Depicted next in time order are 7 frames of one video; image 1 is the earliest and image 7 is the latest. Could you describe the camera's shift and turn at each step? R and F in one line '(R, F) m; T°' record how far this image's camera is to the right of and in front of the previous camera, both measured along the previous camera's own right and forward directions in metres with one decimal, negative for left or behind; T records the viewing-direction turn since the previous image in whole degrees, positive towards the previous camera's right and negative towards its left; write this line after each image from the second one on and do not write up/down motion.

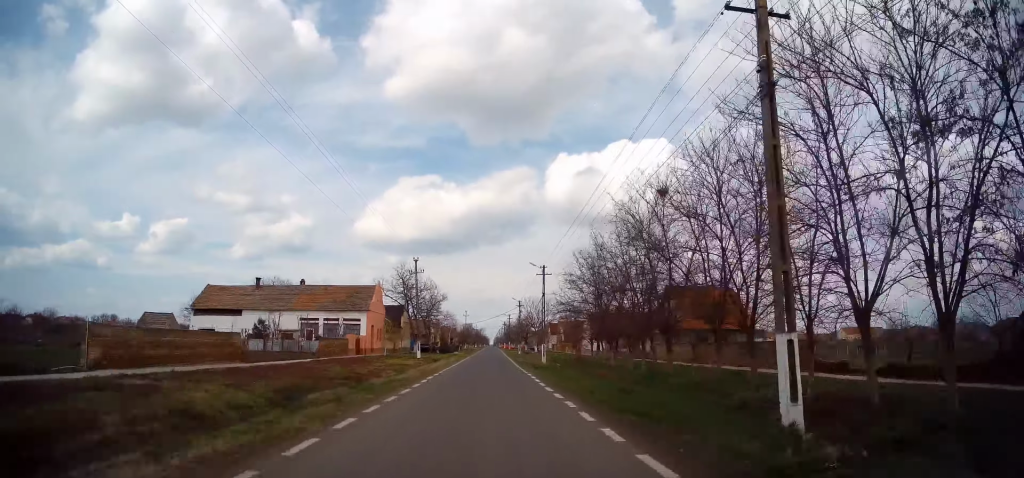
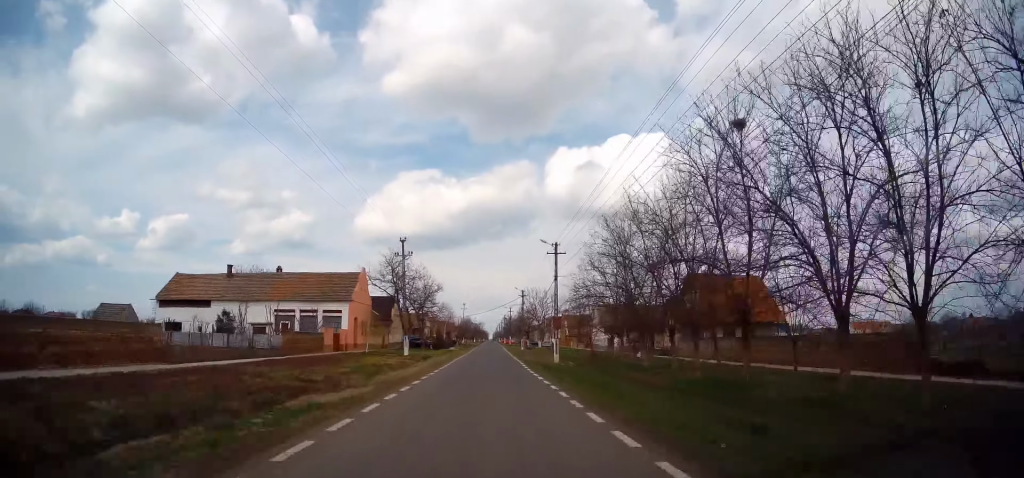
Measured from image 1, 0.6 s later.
(0.0, +7.9) m; 0°
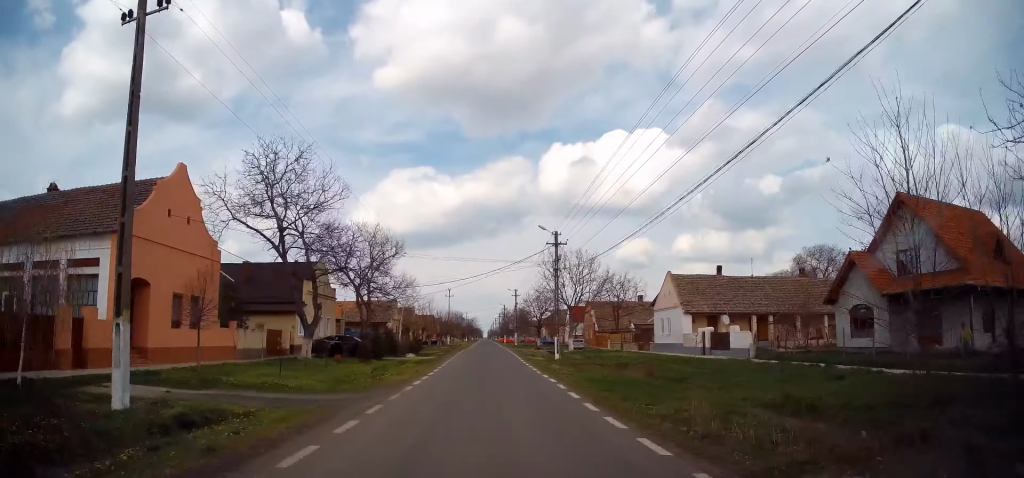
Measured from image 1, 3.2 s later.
(+0.5, +37.4) m; +1°
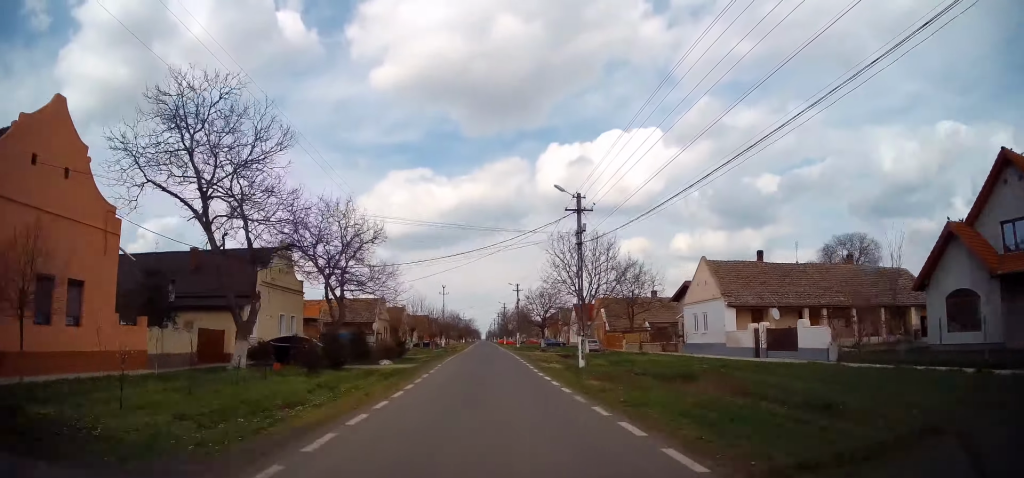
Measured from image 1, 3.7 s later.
(+0.1, +8.6) m; 0°
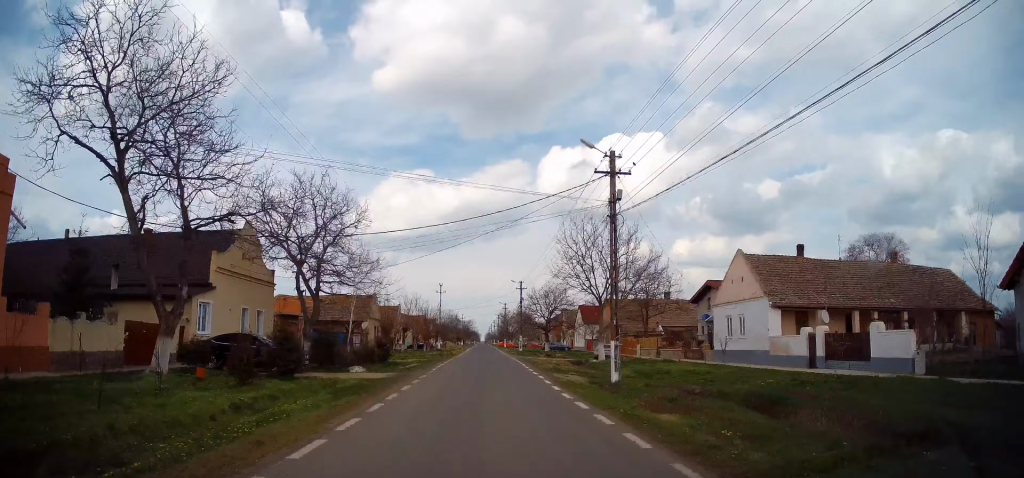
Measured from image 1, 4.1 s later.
(-0.1, +6.1) m; -1°
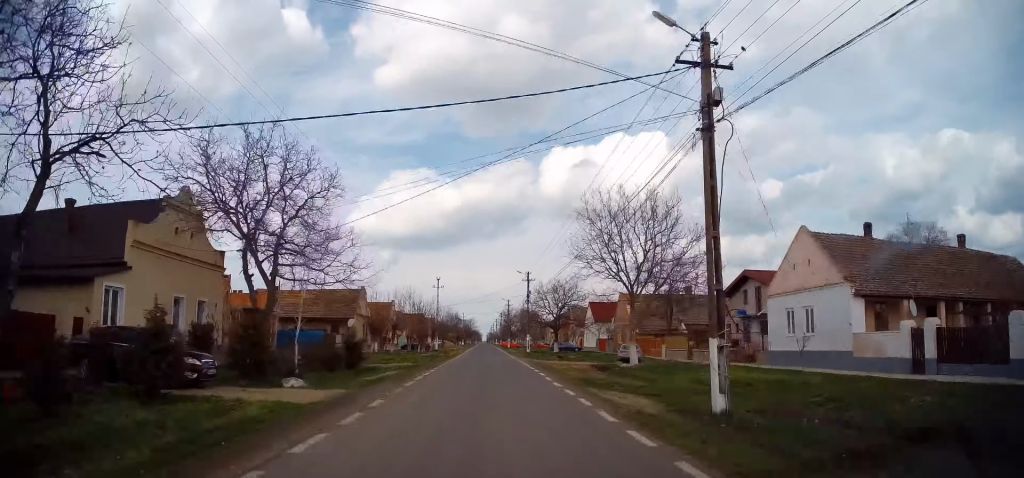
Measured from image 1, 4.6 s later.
(-0.1, +7.7) m; -1°
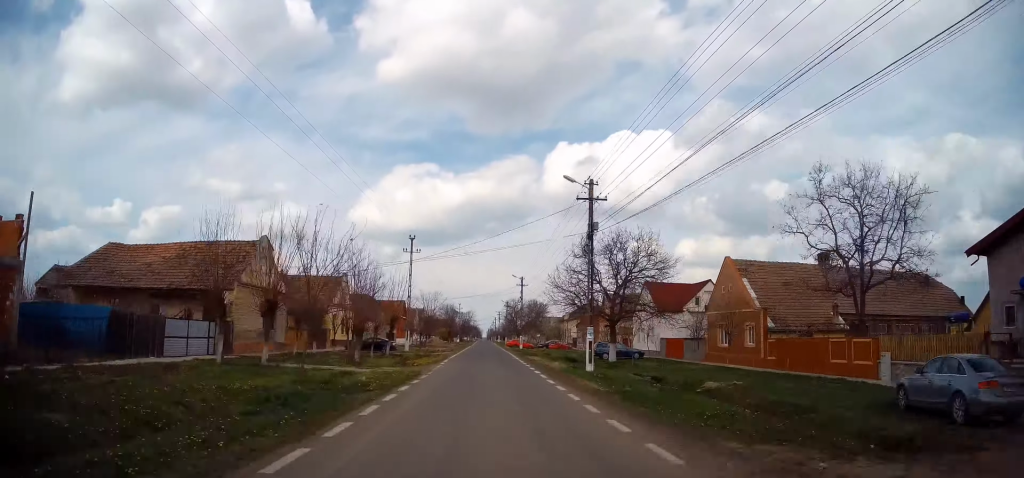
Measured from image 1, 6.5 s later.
(0.0, +29.7) m; +1°
